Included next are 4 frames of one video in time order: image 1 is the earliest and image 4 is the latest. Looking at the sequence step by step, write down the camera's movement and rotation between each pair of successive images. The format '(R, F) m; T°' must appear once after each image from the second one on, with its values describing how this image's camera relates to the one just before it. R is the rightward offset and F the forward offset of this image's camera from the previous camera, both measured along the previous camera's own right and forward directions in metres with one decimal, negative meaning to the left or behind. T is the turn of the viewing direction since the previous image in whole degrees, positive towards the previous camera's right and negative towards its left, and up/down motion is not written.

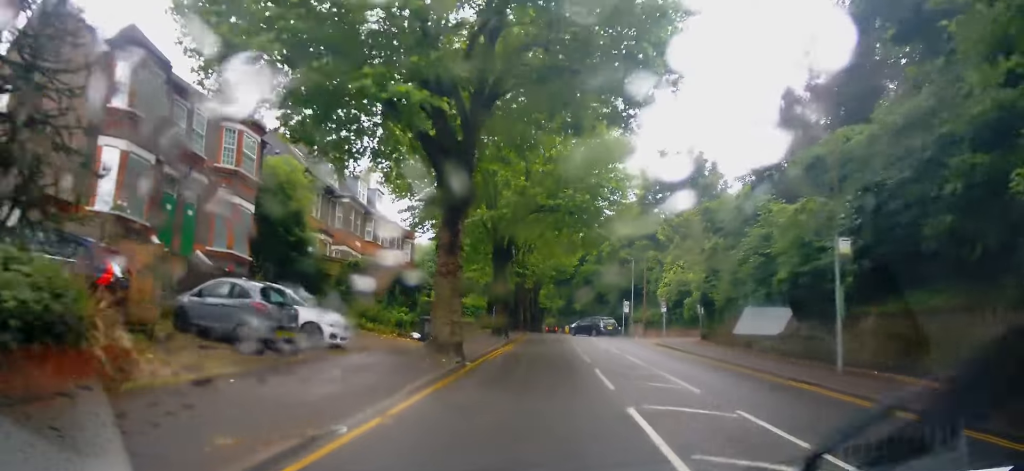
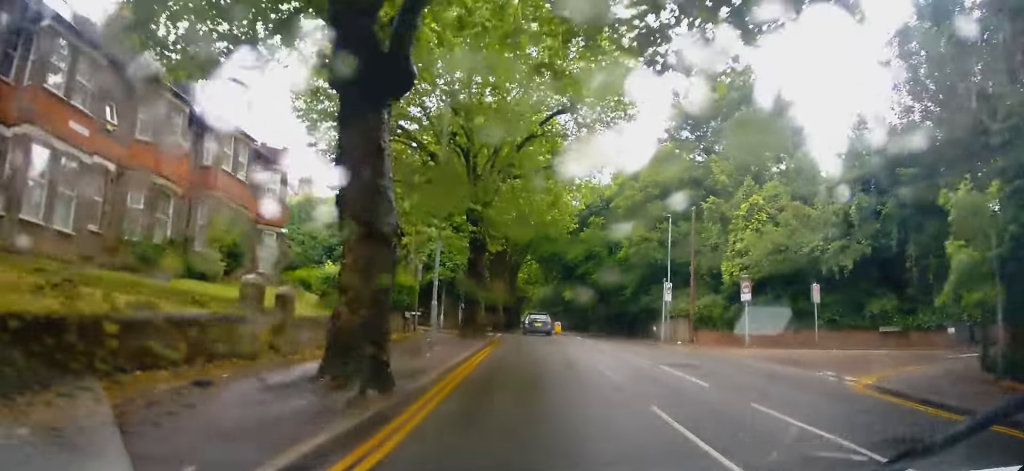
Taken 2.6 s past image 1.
(-0.2, +24.9) m; 0°
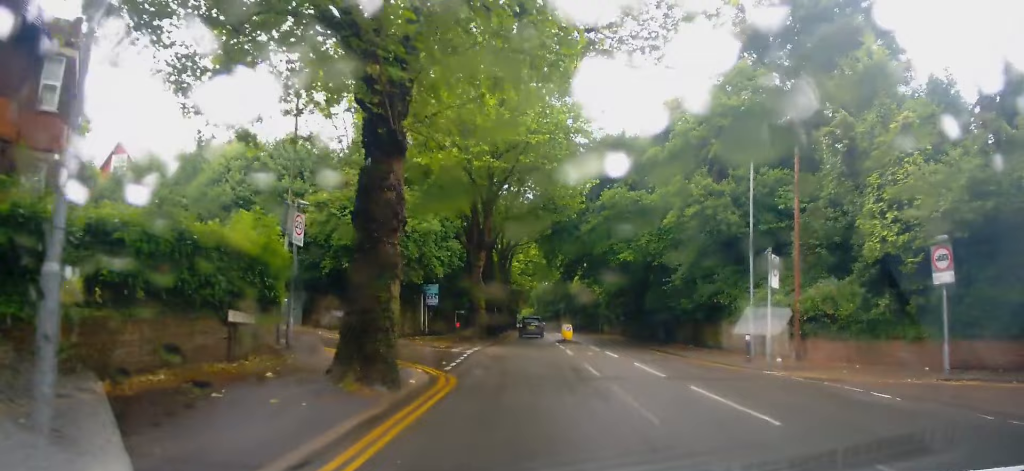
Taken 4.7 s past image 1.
(+0.1, +15.8) m; -2°
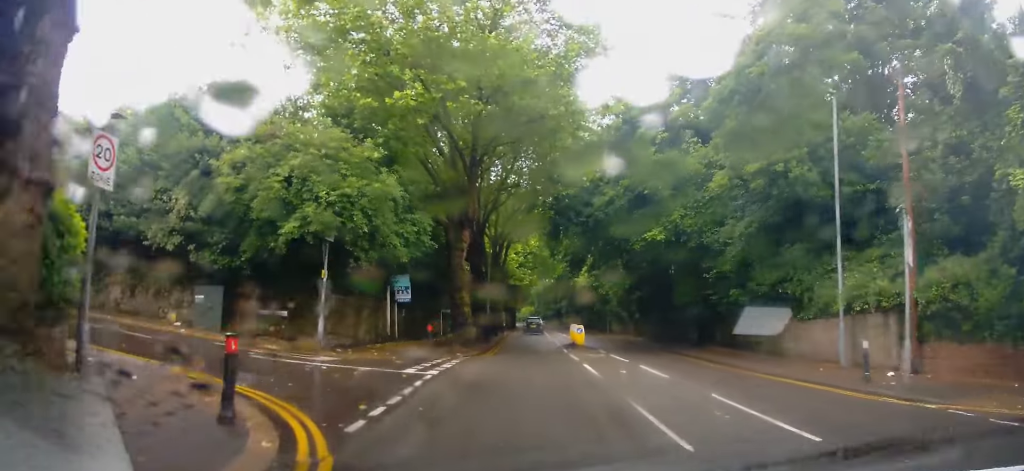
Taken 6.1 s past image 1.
(0.0, +7.2) m; +2°
